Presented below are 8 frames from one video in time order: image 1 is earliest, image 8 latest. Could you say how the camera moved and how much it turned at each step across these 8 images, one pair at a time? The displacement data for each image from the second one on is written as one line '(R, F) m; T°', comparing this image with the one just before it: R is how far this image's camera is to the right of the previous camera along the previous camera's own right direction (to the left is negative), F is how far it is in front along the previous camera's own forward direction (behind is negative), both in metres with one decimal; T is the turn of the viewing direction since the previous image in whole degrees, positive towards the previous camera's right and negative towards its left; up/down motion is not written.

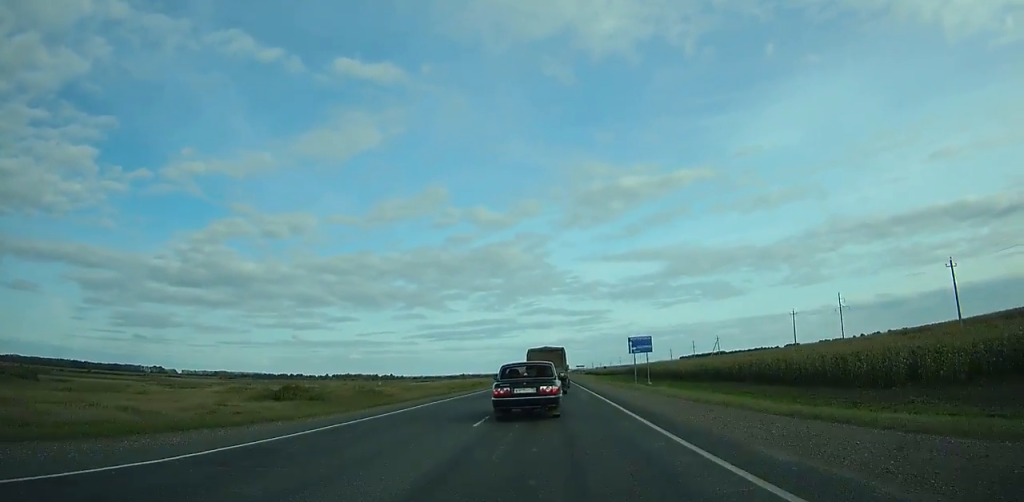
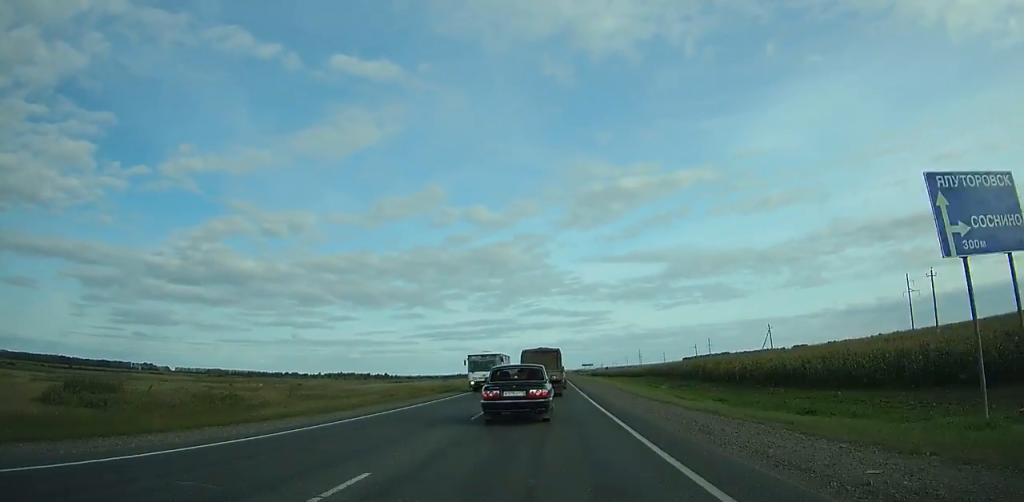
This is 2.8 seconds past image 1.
(0.0, +46.6) m; 0°
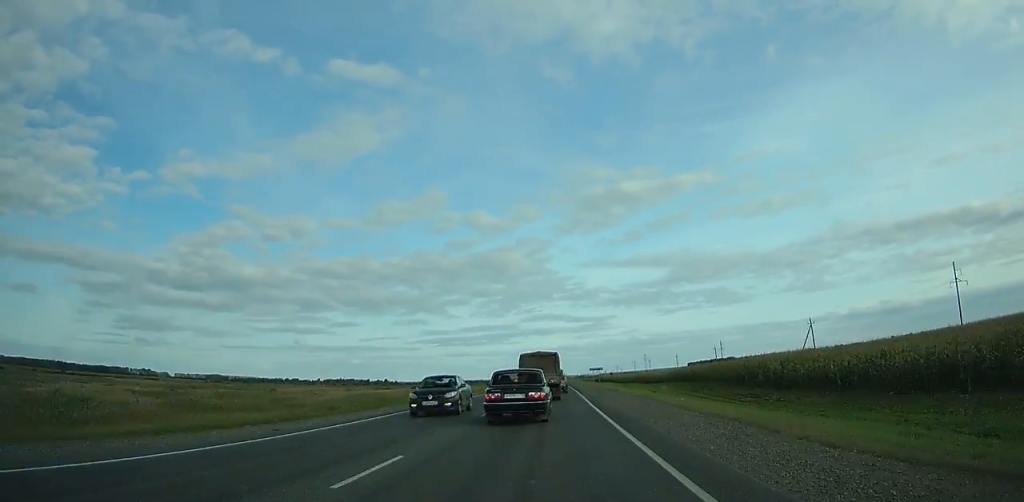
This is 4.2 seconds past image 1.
(+0.1, +22.8) m; 0°
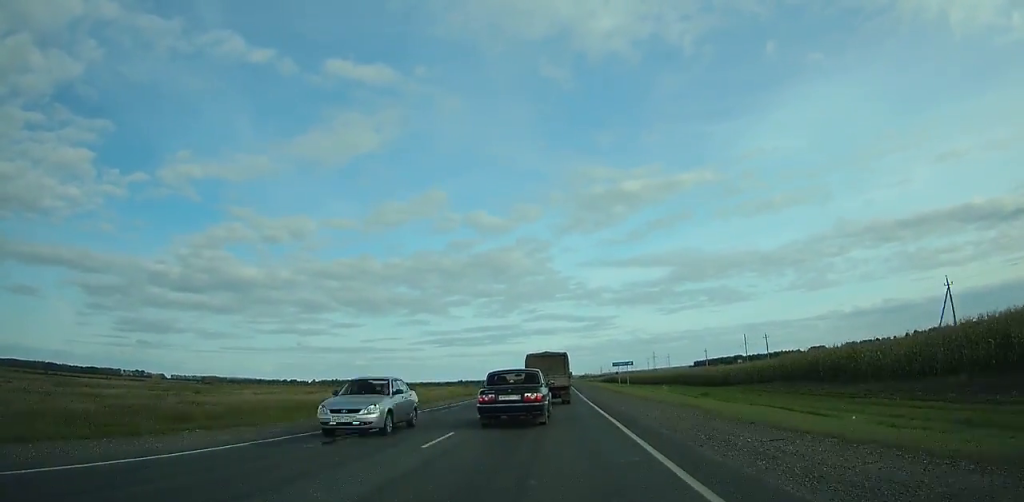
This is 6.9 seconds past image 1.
(-0.1, +42.9) m; 0°
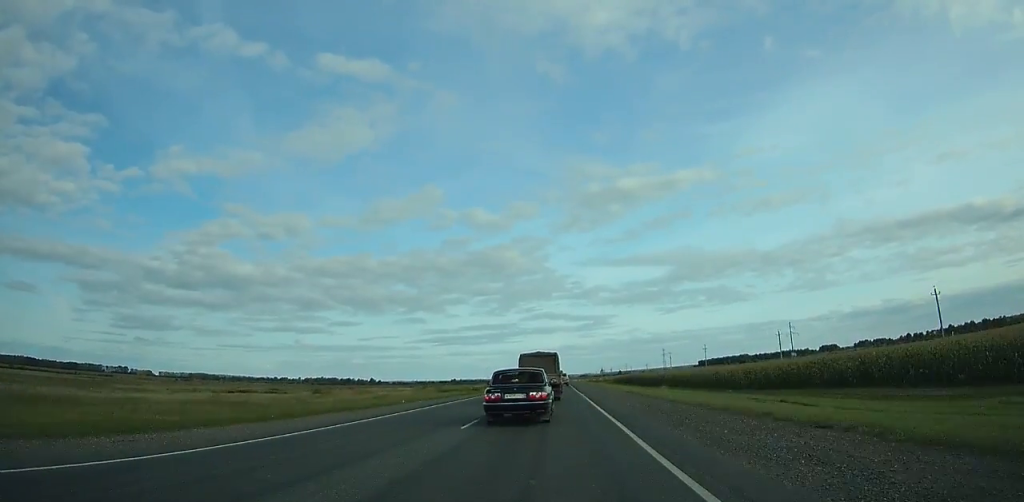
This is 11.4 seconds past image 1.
(-0.2, +70.0) m; 0°
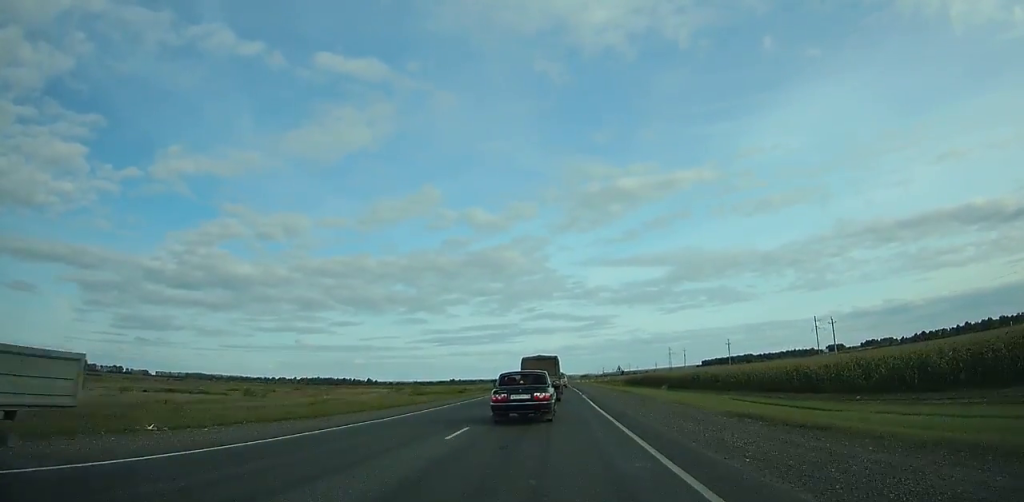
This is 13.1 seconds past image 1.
(0.0, +26.3) m; 0°
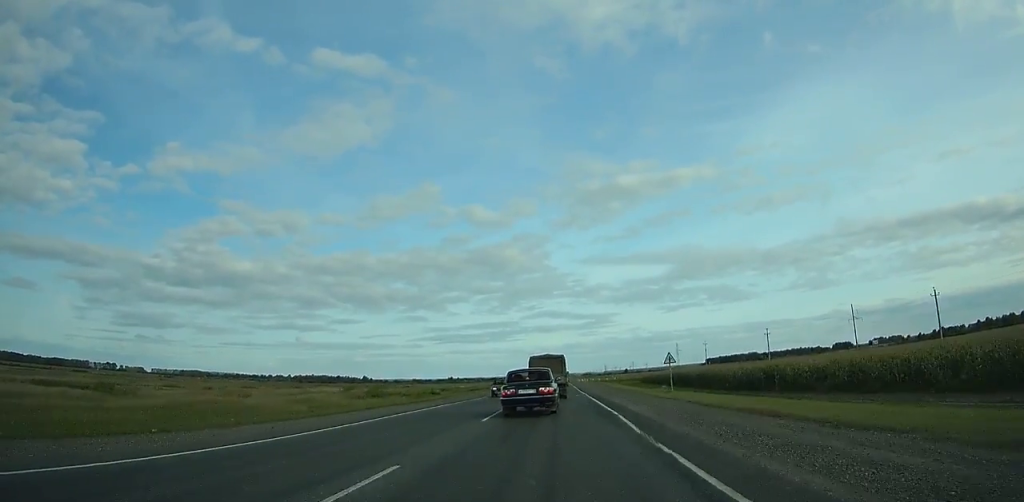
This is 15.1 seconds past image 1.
(-0.1, +31.0) m; 0°
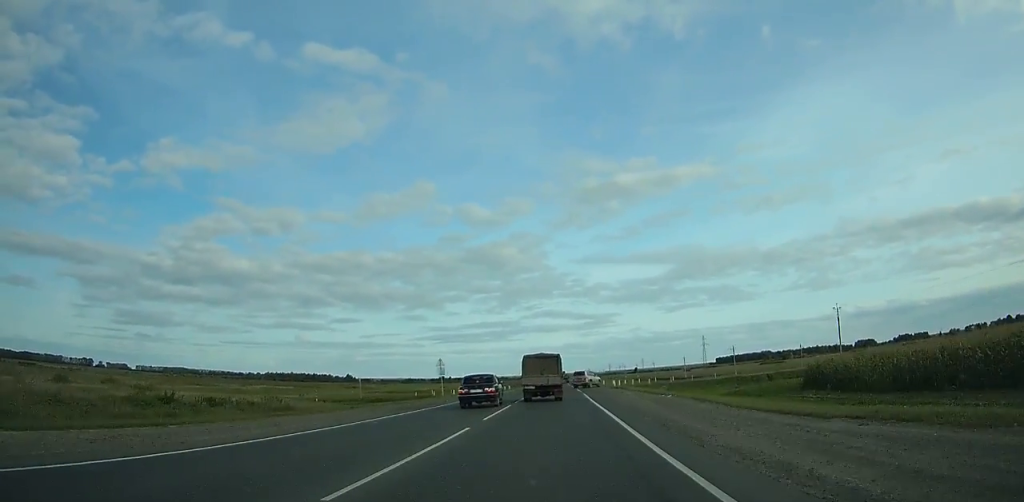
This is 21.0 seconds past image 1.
(+0.3, +93.6) m; 0°
